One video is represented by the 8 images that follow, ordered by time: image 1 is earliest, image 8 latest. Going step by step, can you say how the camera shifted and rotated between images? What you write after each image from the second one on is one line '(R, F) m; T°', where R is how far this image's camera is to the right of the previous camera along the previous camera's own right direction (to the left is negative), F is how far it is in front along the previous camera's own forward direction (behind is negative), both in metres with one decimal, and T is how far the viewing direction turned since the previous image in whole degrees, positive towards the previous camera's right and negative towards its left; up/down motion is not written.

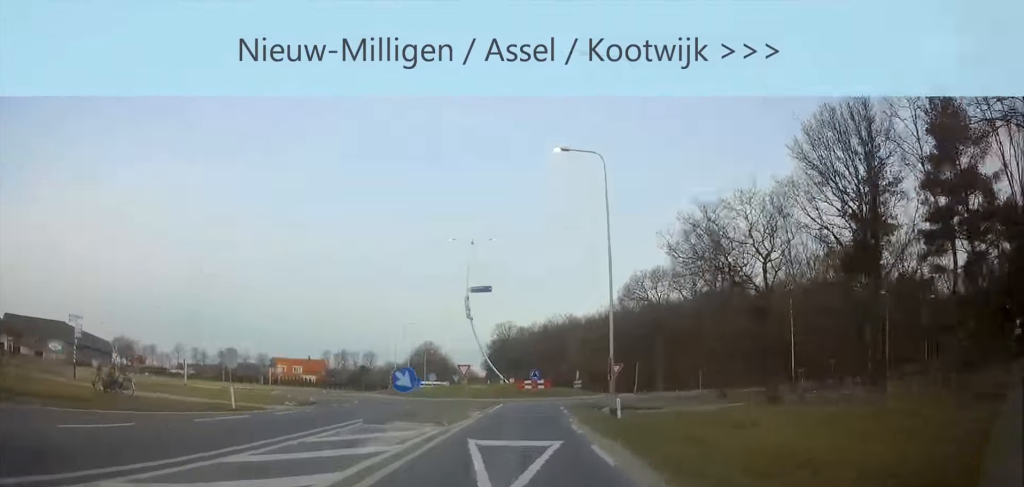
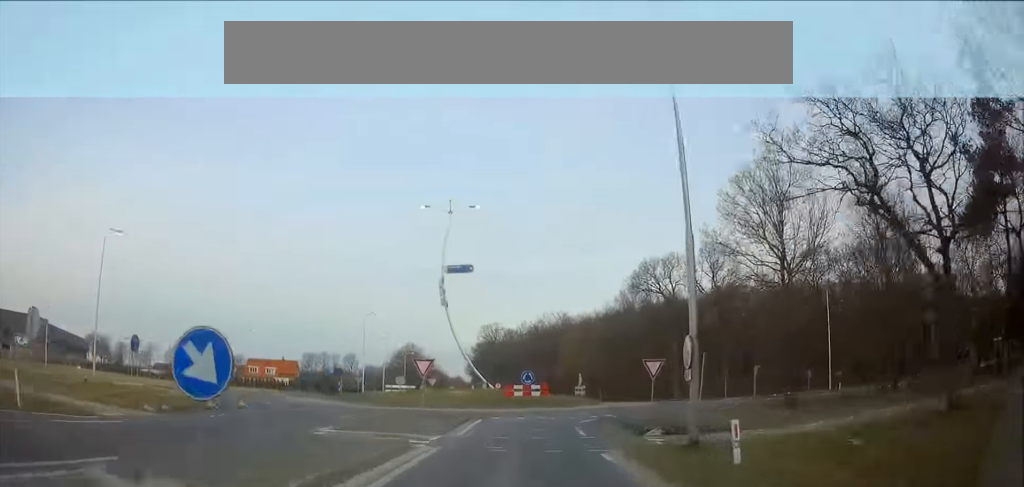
(-0.5, +11.4) m; +3°
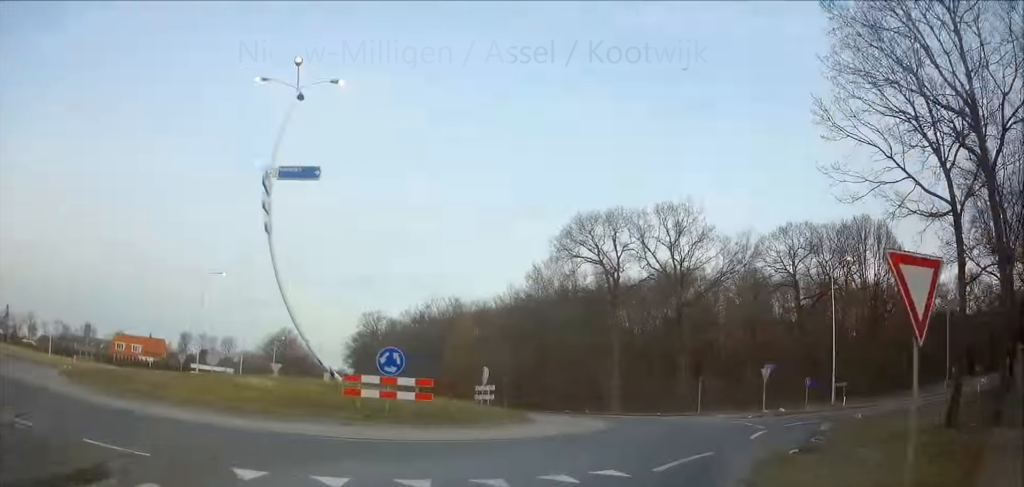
(+1.7, +17.7) m; +4°
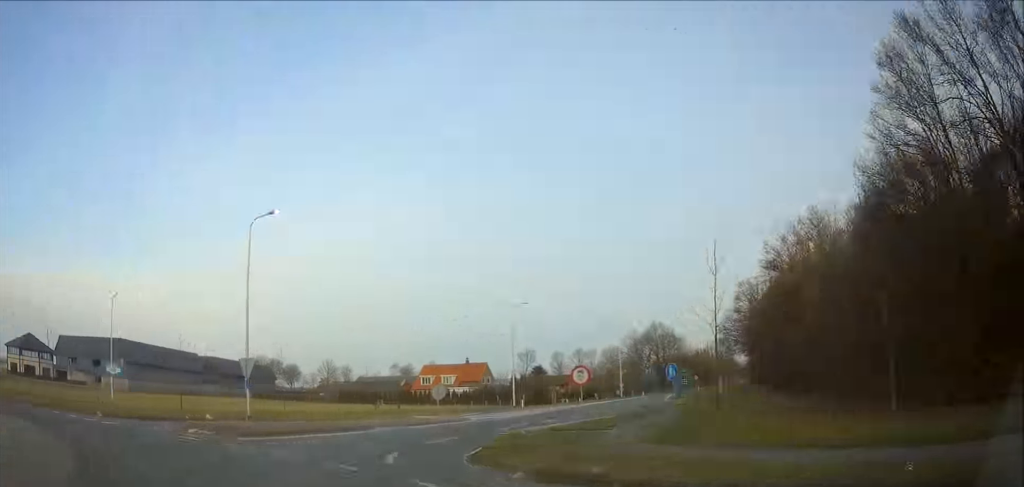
(-4.7, +37.3) m; -24°
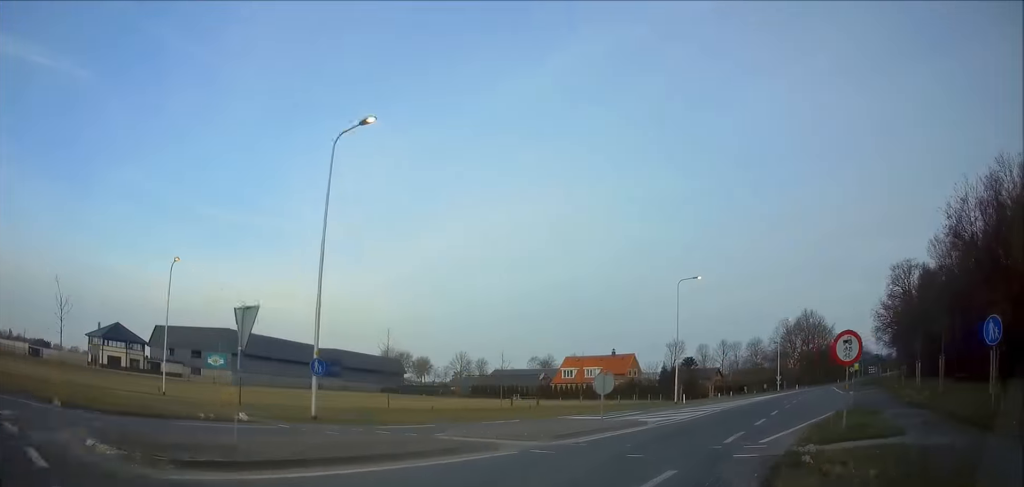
(-2.6, +10.7) m; -5°
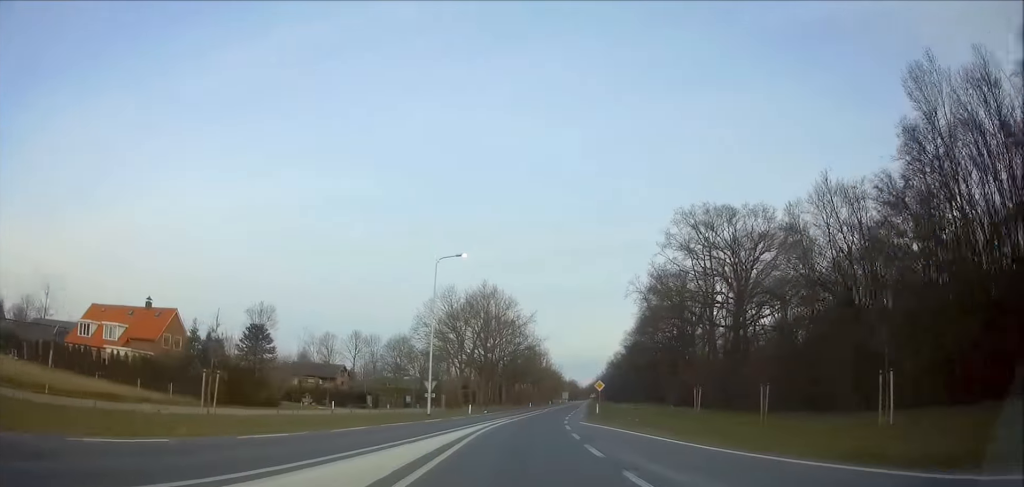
(+6.5, +51.1) m; +13°
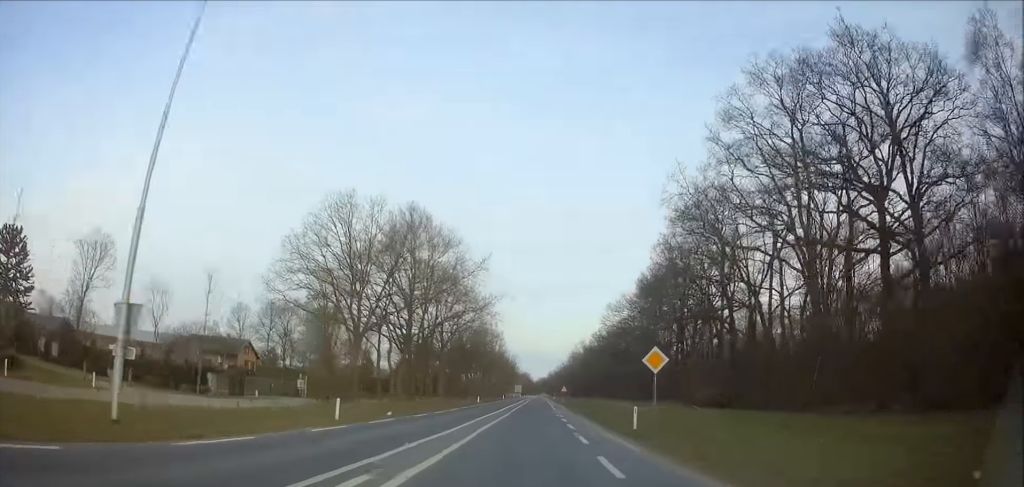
(+1.1, +28.2) m; +3°
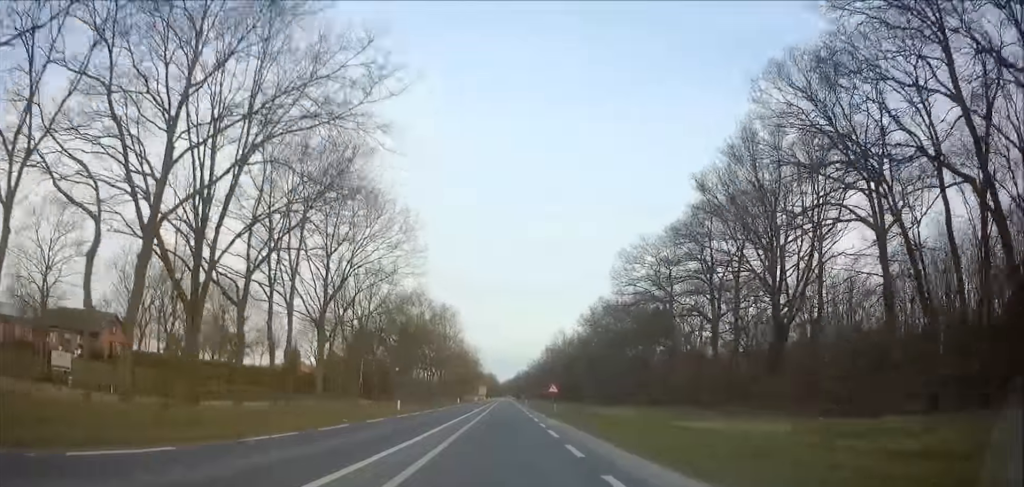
(+0.9, +33.9) m; +2°
